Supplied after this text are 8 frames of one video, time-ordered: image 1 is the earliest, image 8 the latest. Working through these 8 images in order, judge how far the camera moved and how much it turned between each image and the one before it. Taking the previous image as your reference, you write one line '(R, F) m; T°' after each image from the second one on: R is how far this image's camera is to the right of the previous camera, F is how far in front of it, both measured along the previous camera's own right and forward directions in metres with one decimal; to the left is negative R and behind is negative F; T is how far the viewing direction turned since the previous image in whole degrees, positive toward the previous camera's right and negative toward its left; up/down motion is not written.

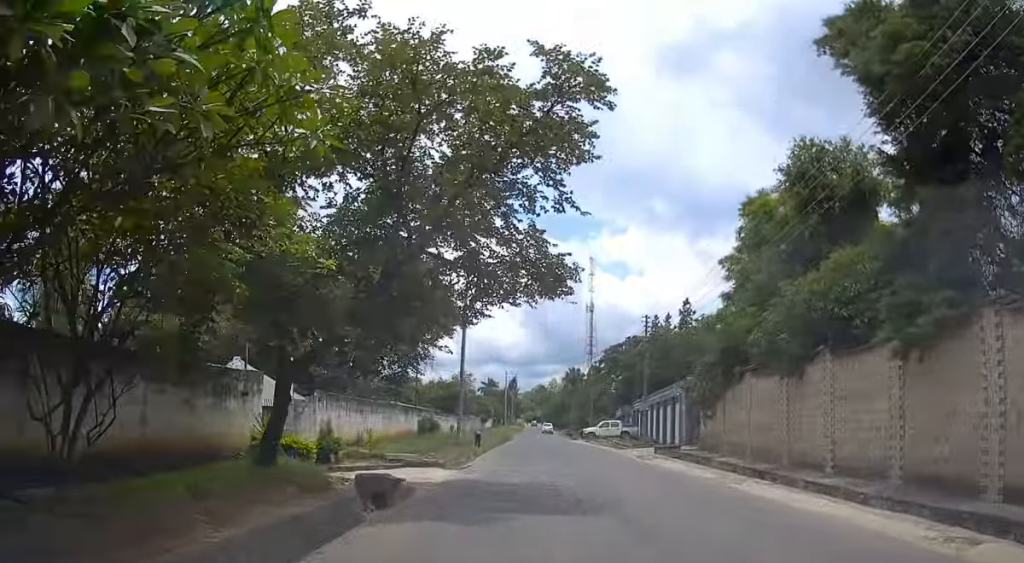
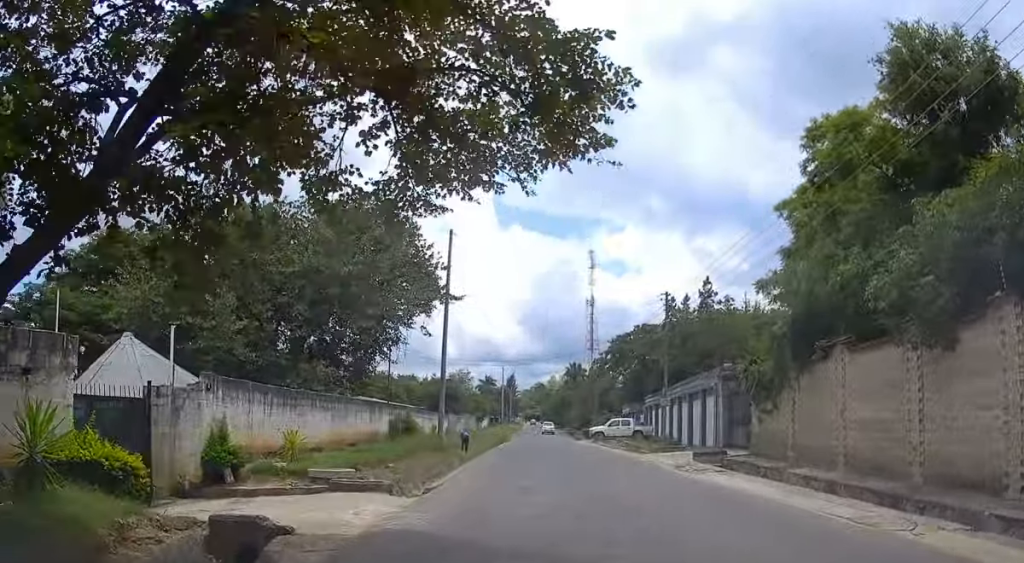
(+0.2, +7.9) m; 0°
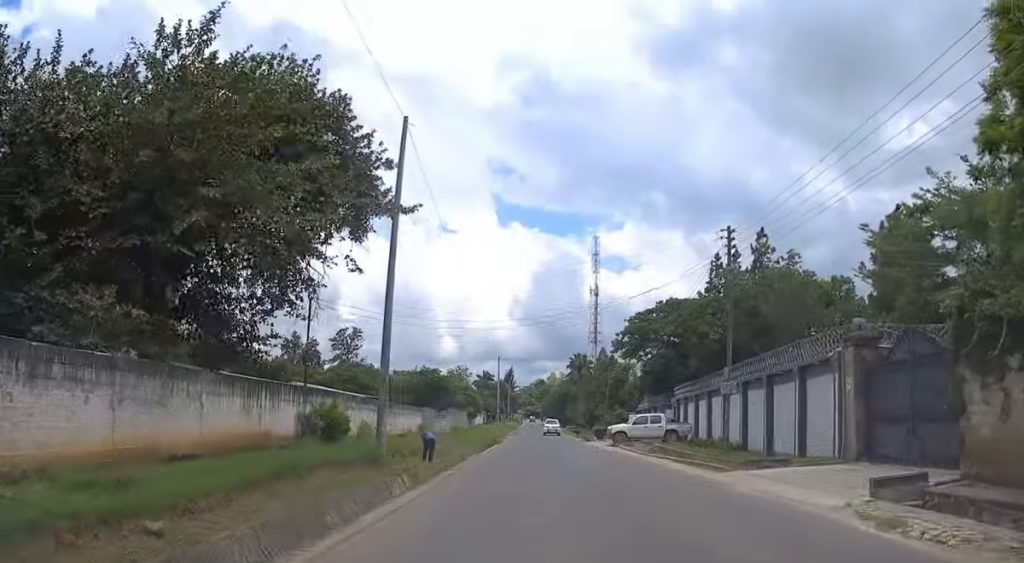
(-0.2, +13.1) m; 0°
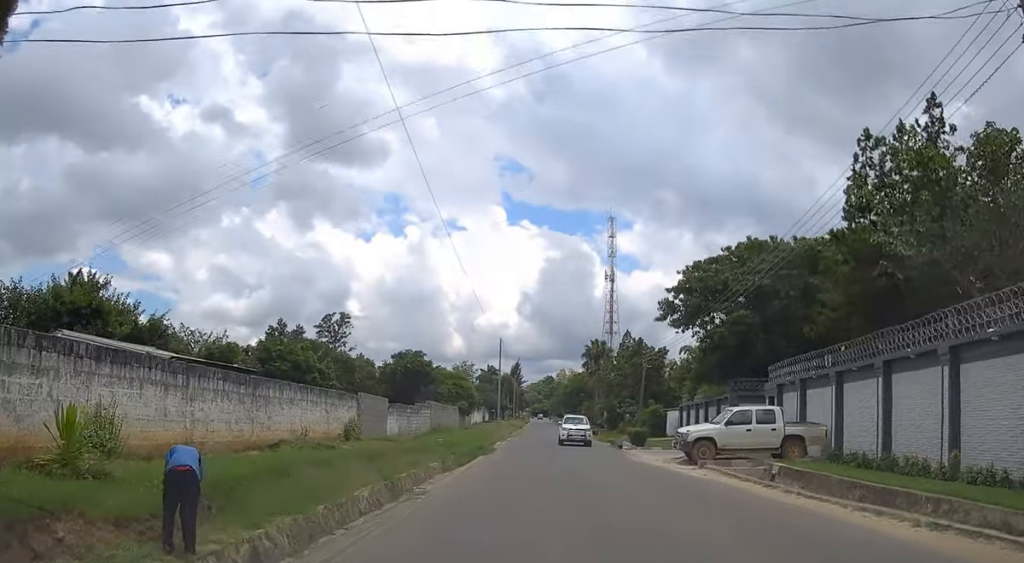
(+0.1, +18.4) m; 0°
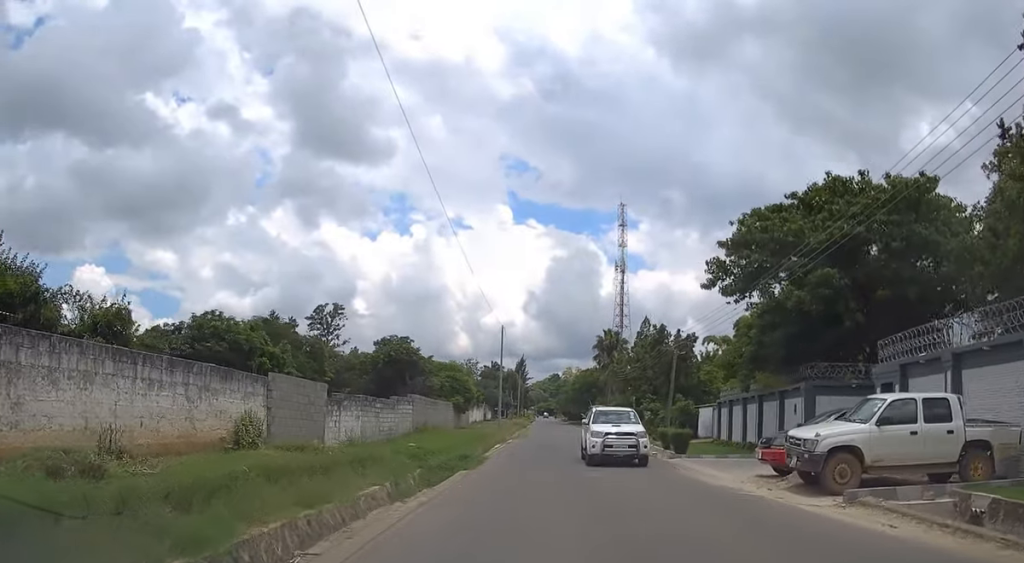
(-0.1, +9.8) m; 0°
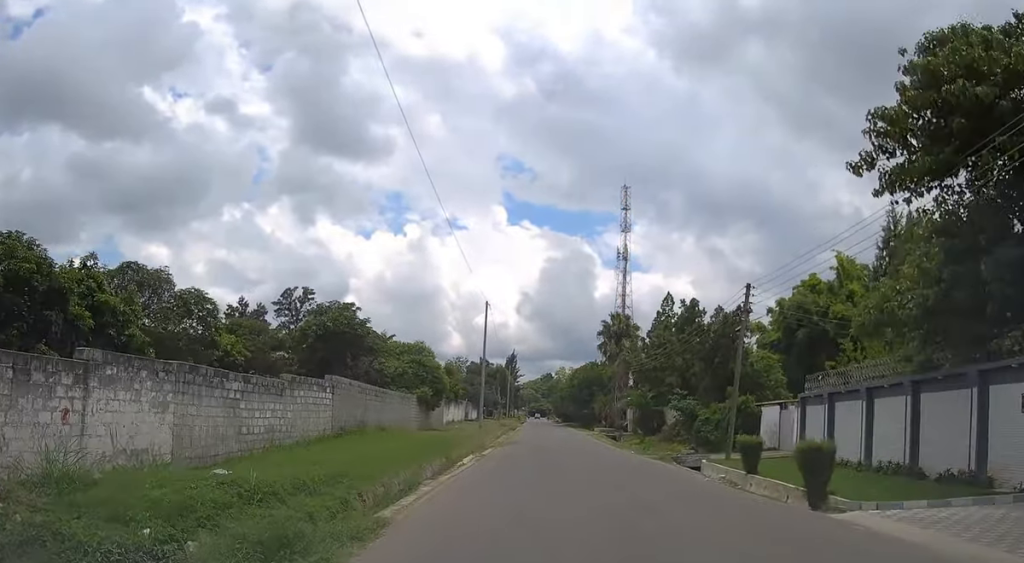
(0.0, +15.5) m; 0°
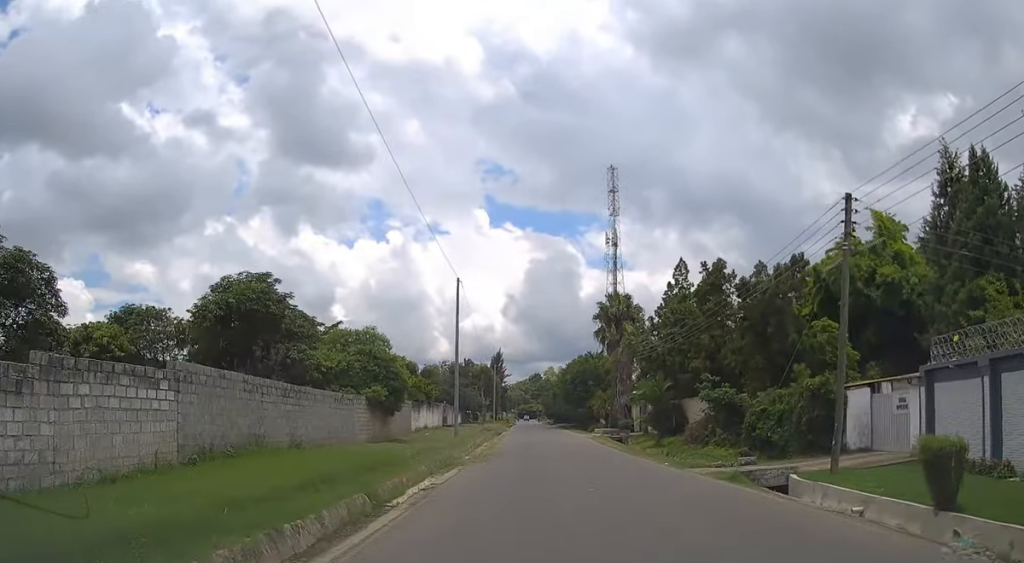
(0.0, +11.0) m; +1°
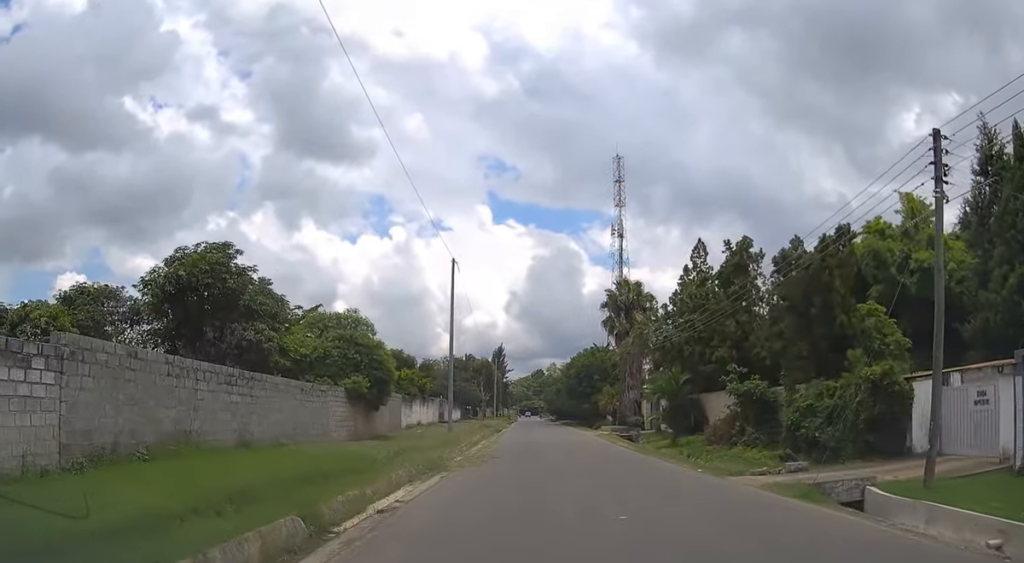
(0.0, +4.4) m; 0°
